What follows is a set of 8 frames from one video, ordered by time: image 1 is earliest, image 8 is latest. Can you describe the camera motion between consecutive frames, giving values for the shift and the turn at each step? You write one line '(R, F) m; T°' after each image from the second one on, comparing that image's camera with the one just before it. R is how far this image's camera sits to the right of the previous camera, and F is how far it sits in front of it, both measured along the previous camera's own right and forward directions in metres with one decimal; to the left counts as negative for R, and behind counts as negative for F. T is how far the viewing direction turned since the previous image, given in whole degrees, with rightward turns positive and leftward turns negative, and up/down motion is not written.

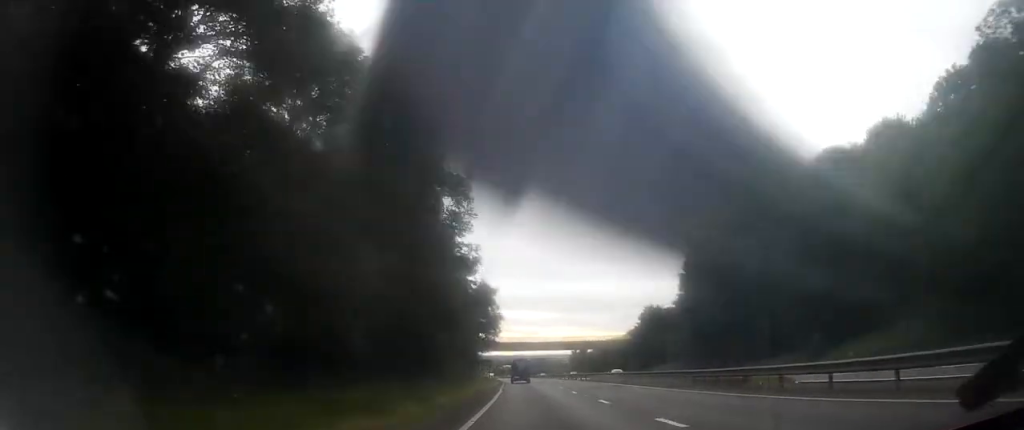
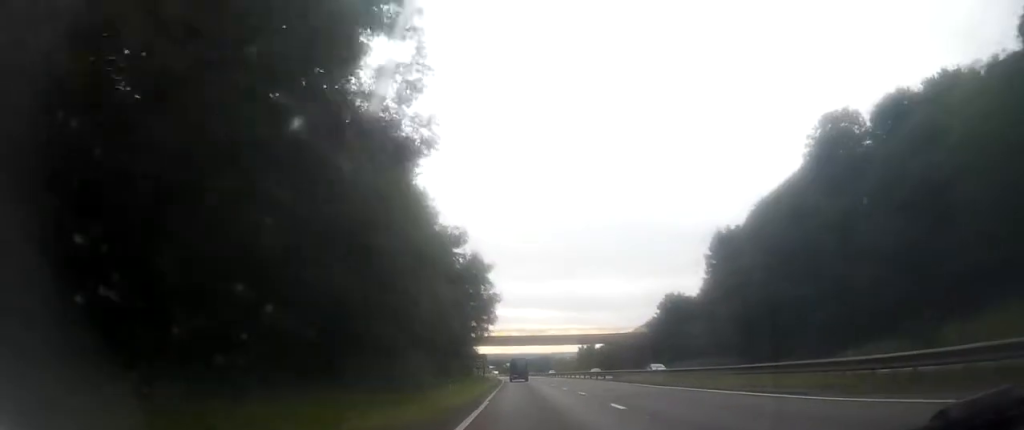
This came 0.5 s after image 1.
(+0.1, +13.6) m; 0°
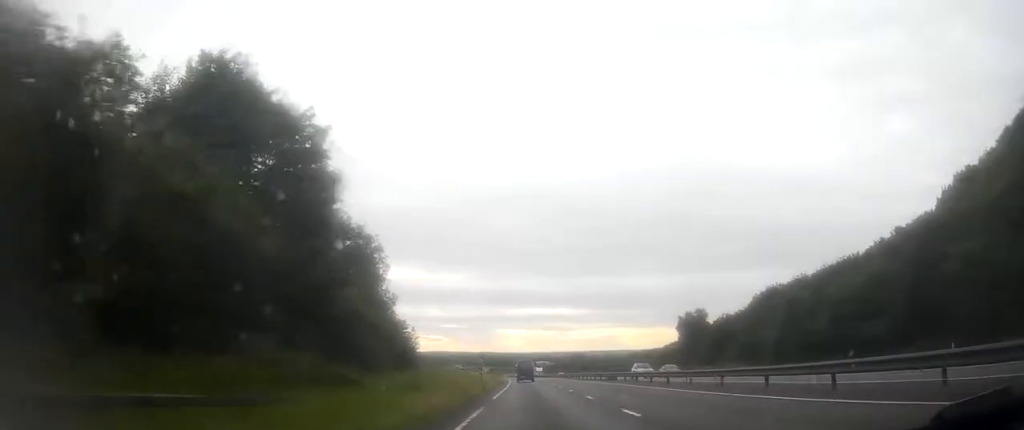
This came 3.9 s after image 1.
(-1.4, +101.7) m; -2°
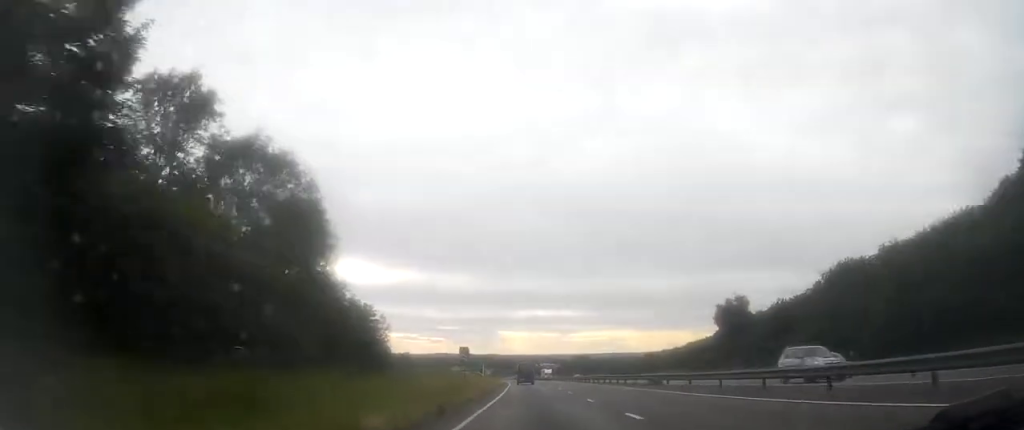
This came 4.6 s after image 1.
(0.0, +18.6) m; 0°
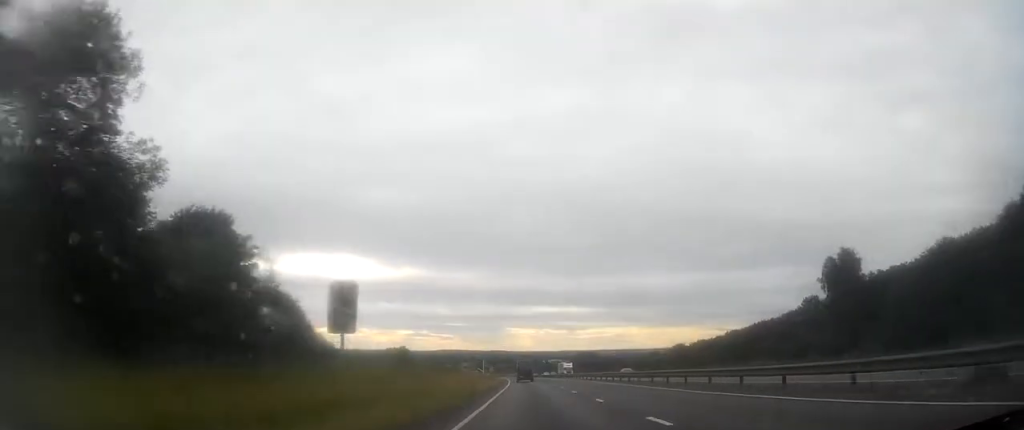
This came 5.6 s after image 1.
(-0.1, +29.5) m; 0°
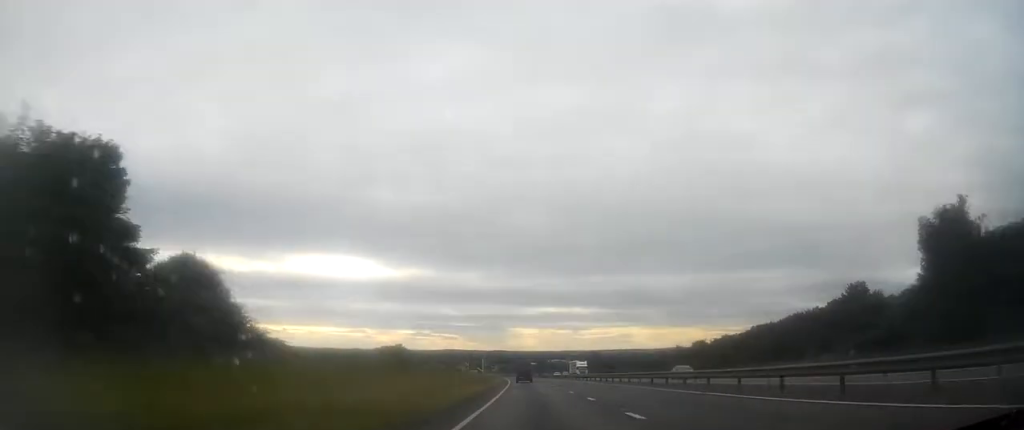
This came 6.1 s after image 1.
(0.0, +15.8) m; 0°
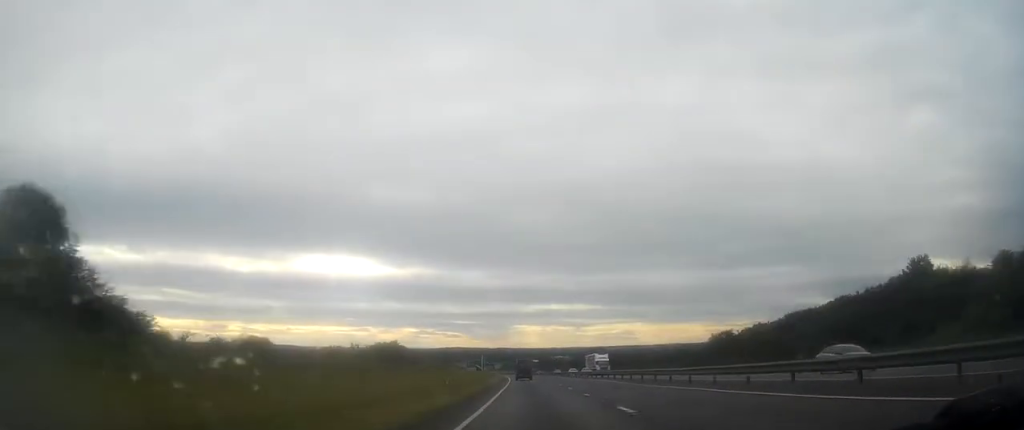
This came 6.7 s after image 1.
(+0.1, +16.7) m; -1°
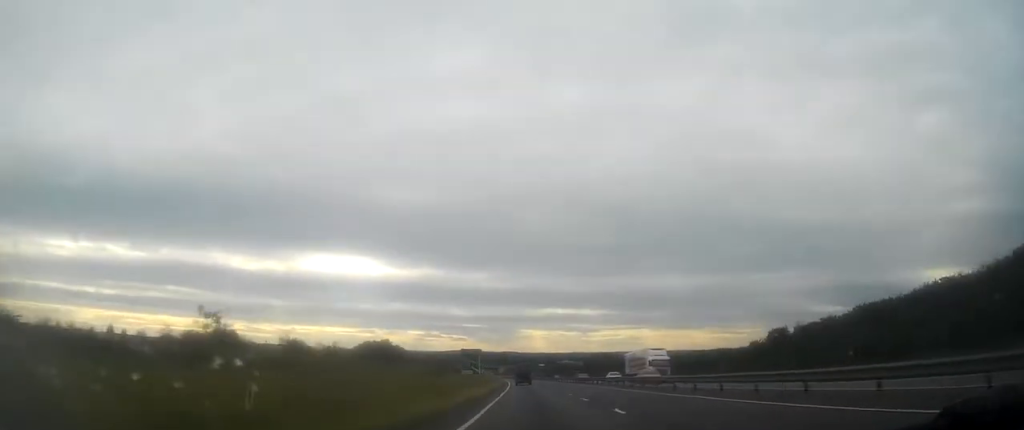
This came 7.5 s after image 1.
(-0.3, +24.7) m; -1°
